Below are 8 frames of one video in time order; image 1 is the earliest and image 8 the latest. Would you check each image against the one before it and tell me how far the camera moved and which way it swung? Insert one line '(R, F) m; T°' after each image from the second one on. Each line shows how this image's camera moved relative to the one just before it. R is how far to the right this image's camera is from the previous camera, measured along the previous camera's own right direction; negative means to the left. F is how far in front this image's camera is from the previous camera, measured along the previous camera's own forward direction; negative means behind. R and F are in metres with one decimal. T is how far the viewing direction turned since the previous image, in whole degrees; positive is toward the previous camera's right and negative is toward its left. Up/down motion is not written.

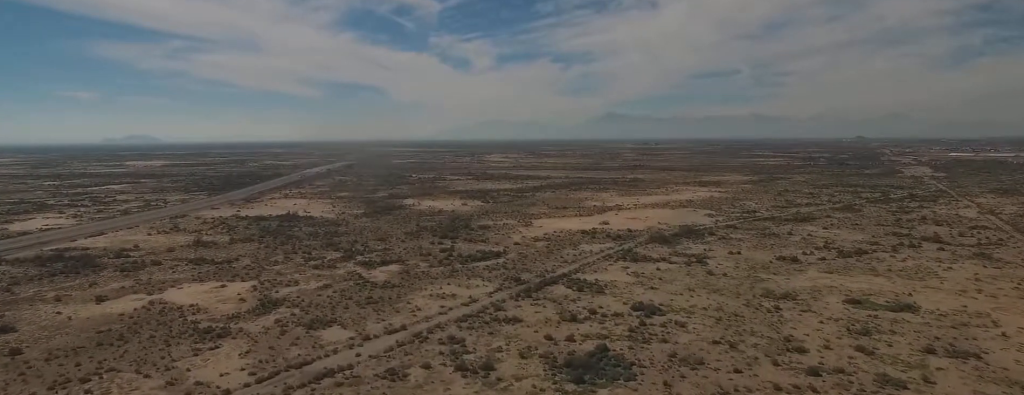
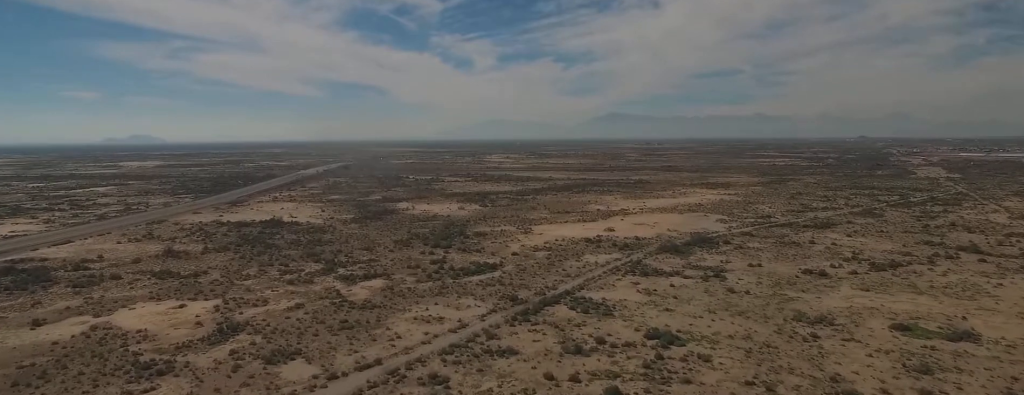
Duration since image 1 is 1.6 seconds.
(+0.1, +26.5) m; 0°
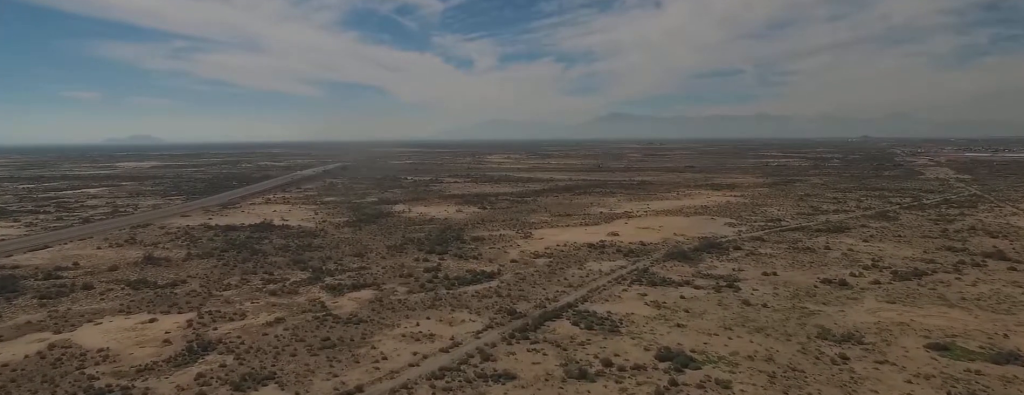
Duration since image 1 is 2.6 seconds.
(0.0, +15.8) m; 0°
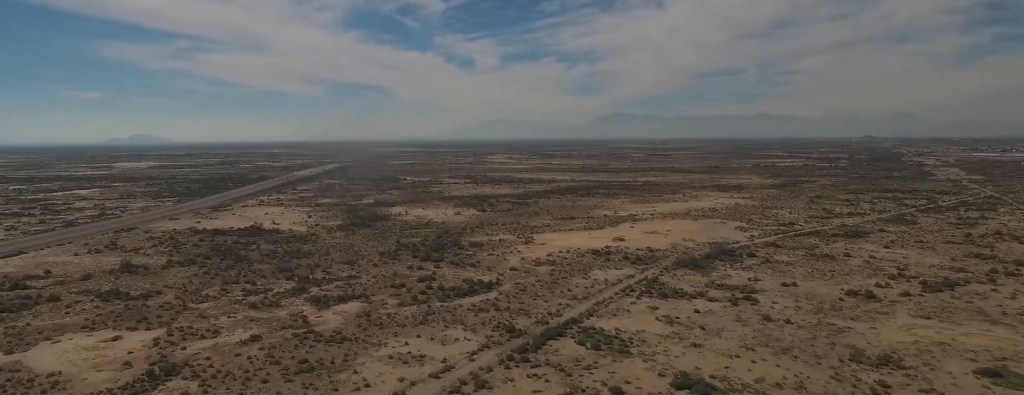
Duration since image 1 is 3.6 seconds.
(-0.1, +17.0) m; 0°
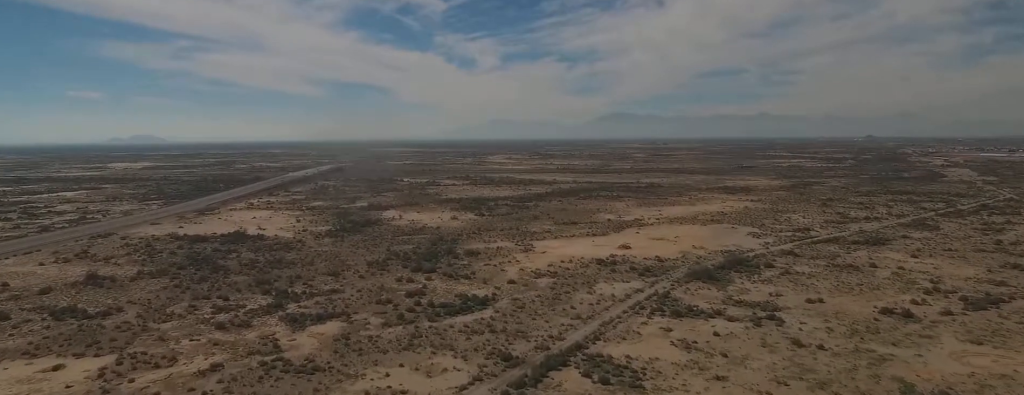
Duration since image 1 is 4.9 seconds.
(0.0, +20.6) m; +1°
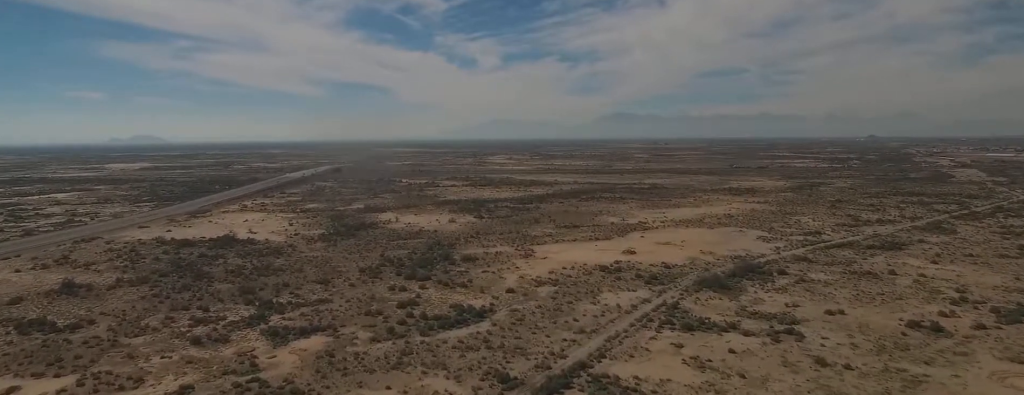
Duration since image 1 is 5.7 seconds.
(+0.1, +12.7) m; +1°
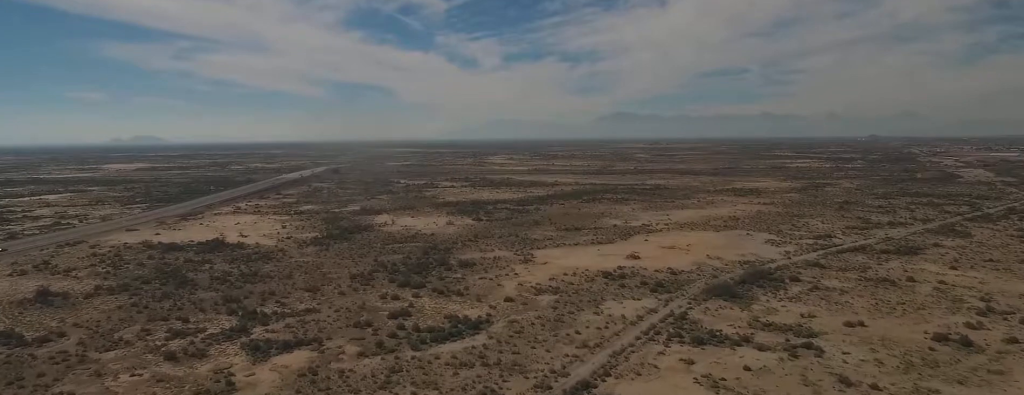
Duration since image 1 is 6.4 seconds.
(0.0, +11.0) m; +1°
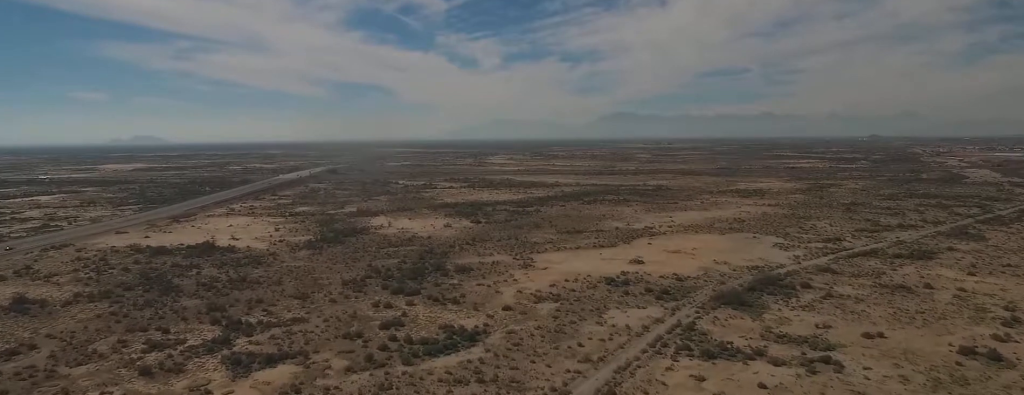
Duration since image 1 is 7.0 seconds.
(0.0, +9.3) m; 0°
